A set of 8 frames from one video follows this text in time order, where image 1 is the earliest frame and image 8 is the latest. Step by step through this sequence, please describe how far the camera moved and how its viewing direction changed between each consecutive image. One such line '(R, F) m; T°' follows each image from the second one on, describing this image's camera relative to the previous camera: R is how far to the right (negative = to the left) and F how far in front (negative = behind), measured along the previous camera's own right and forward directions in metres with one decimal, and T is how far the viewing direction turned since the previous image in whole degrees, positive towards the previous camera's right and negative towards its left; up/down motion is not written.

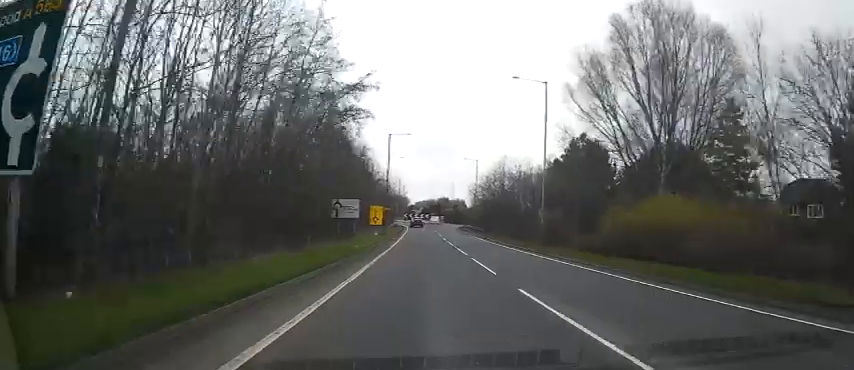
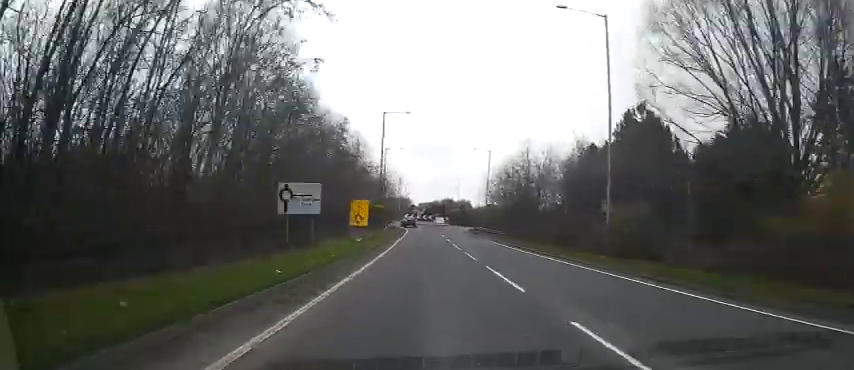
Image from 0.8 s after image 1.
(-0.1, +14.1) m; 0°
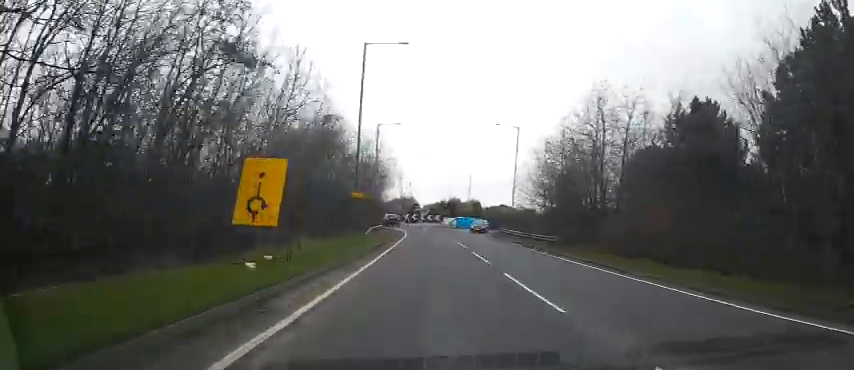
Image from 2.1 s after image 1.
(+0.1, +20.8) m; 0°
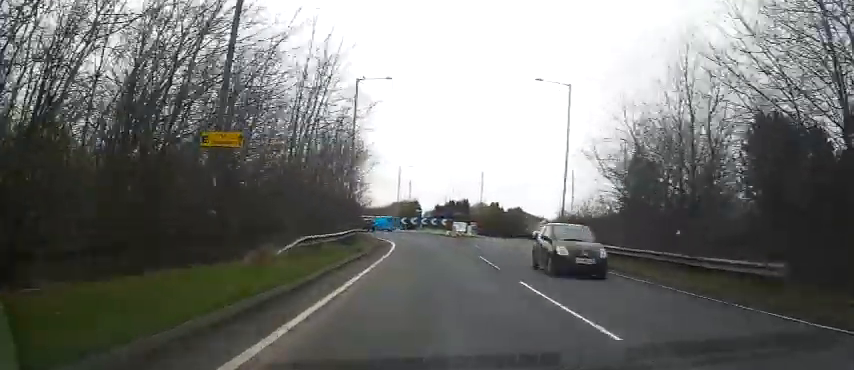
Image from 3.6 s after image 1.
(-0.1, +21.6) m; -1°
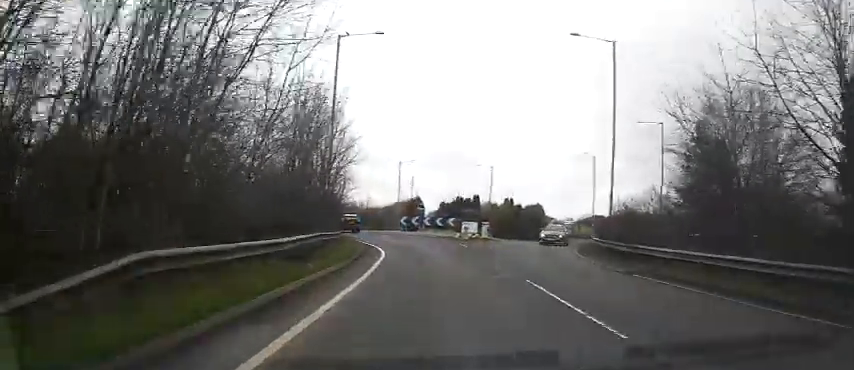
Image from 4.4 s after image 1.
(-0.1, +9.9) m; -1°
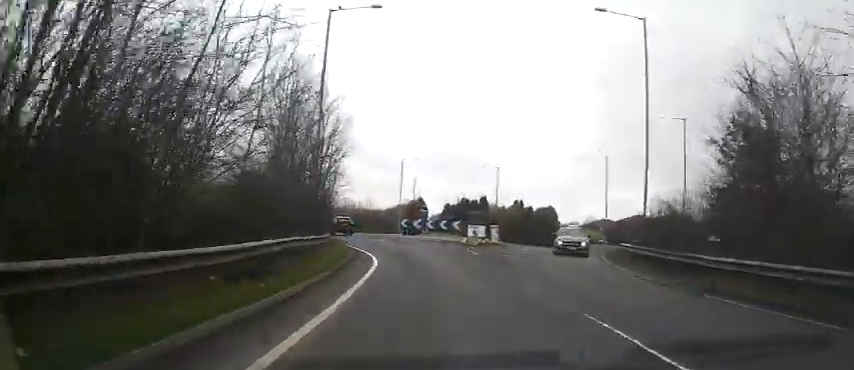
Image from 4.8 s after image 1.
(0.0, +4.8) m; 0°
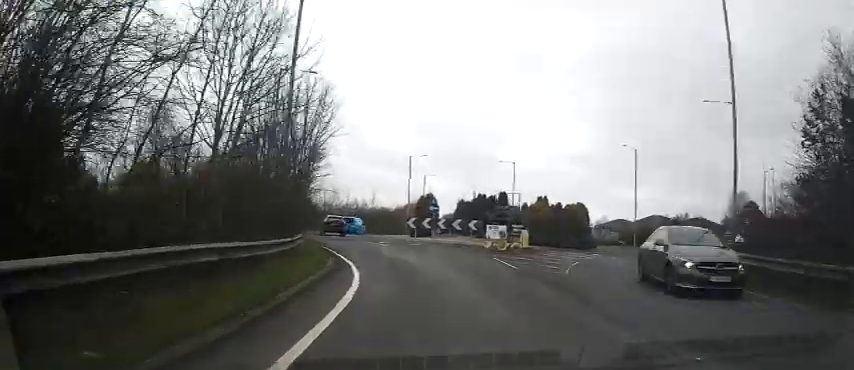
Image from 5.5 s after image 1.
(0.0, +7.5) m; -1°
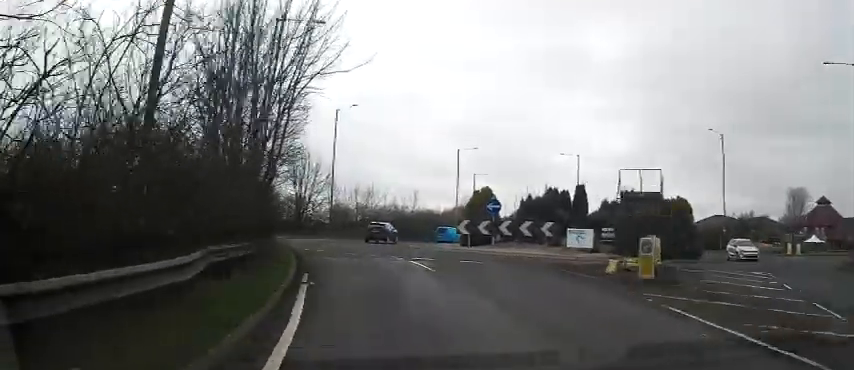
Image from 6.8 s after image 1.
(-0.4, +11.9) m; -4°
